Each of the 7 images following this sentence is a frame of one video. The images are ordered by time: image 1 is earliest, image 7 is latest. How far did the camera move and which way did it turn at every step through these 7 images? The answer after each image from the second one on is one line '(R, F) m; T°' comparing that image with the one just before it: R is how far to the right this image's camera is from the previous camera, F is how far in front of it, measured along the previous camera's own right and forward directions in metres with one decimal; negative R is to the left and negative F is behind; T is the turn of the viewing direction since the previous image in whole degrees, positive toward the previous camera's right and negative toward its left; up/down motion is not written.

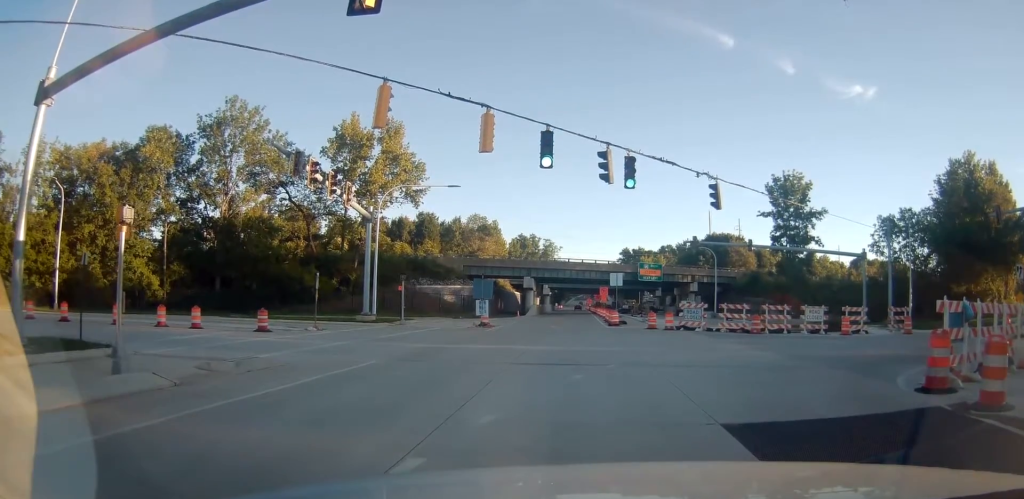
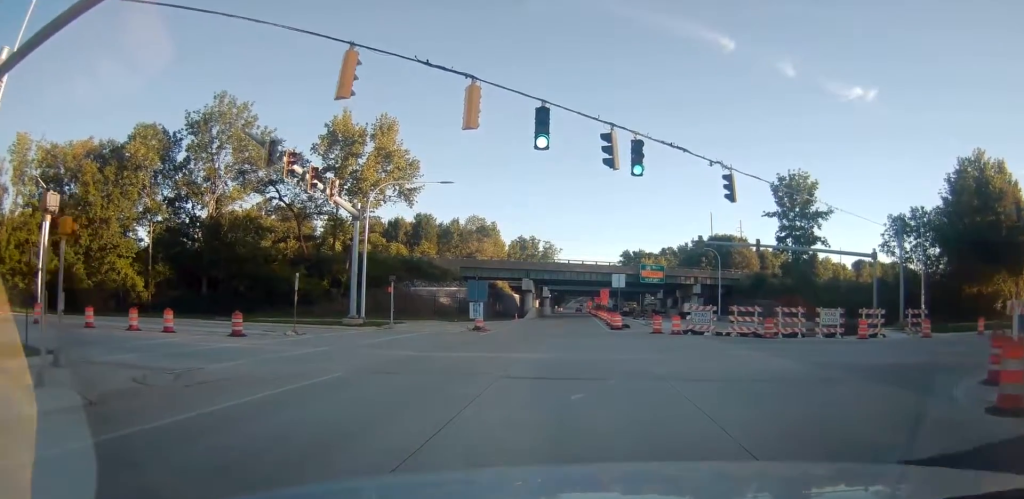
(-0.2, +0.2) m; -1°
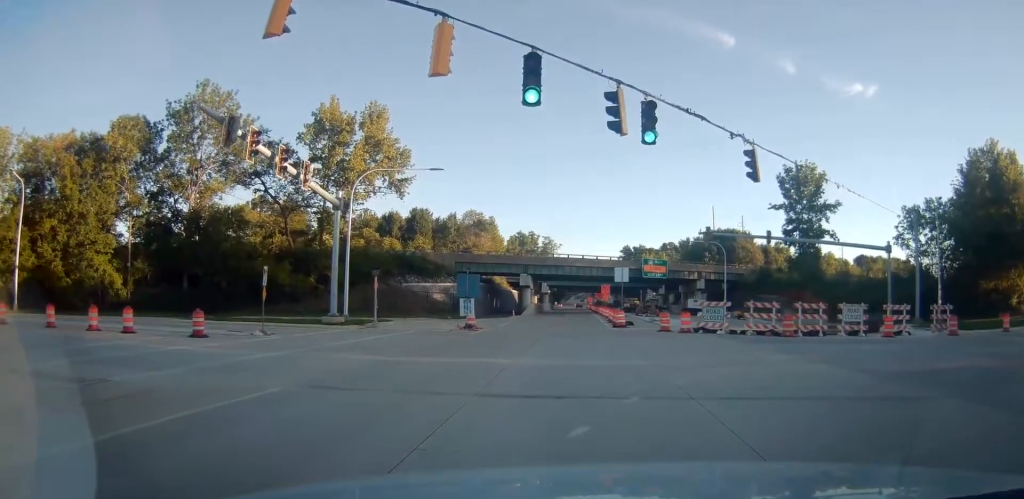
(-0.2, +0.7) m; -2°
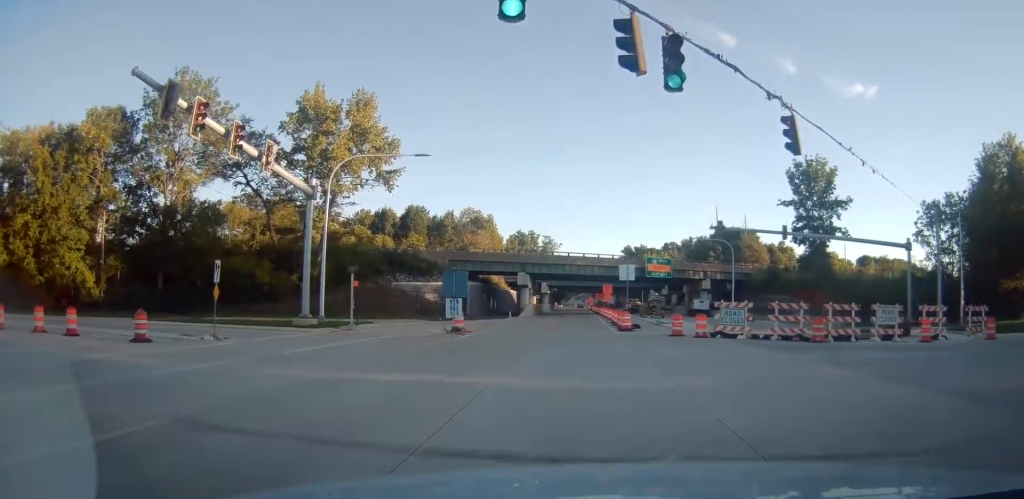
(+0.1, +2.1) m; -2°
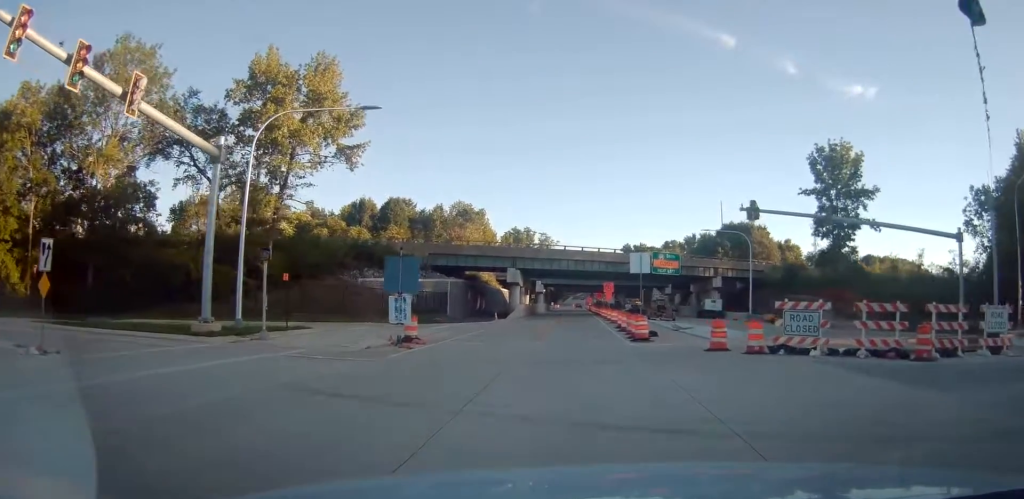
(-0.2, +5.9) m; -2°
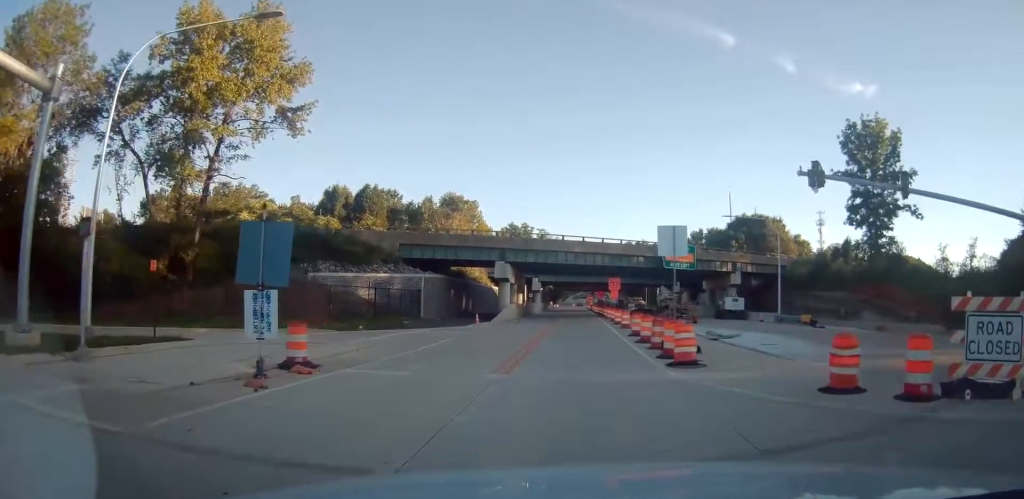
(+0.1, +7.5) m; +1°
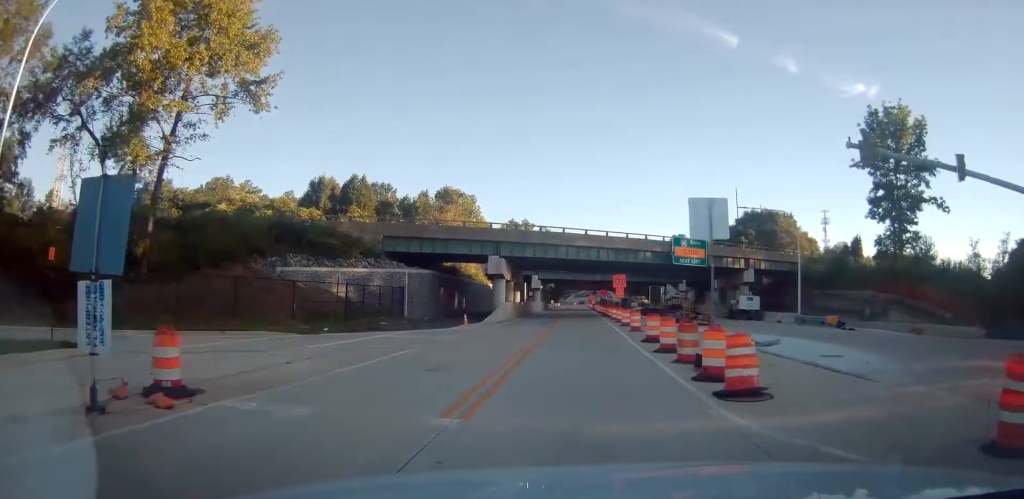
(0.0, +4.0) m; 0°
